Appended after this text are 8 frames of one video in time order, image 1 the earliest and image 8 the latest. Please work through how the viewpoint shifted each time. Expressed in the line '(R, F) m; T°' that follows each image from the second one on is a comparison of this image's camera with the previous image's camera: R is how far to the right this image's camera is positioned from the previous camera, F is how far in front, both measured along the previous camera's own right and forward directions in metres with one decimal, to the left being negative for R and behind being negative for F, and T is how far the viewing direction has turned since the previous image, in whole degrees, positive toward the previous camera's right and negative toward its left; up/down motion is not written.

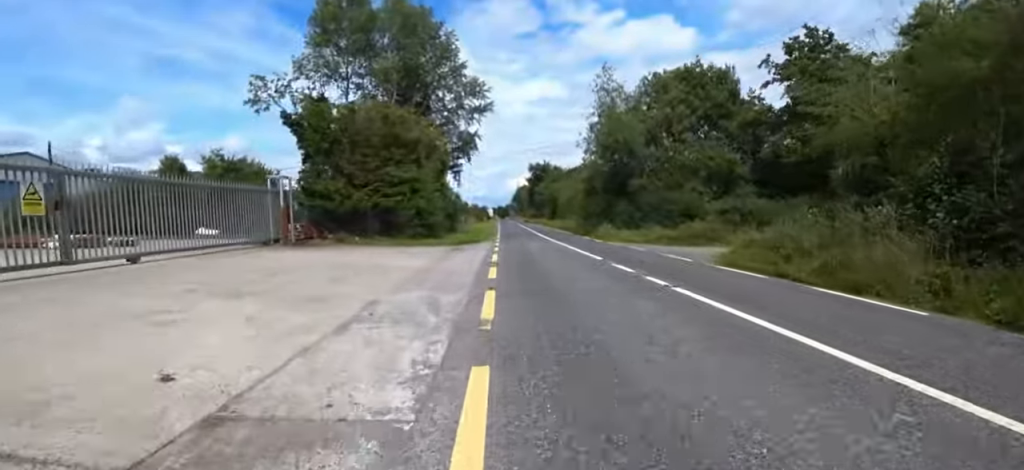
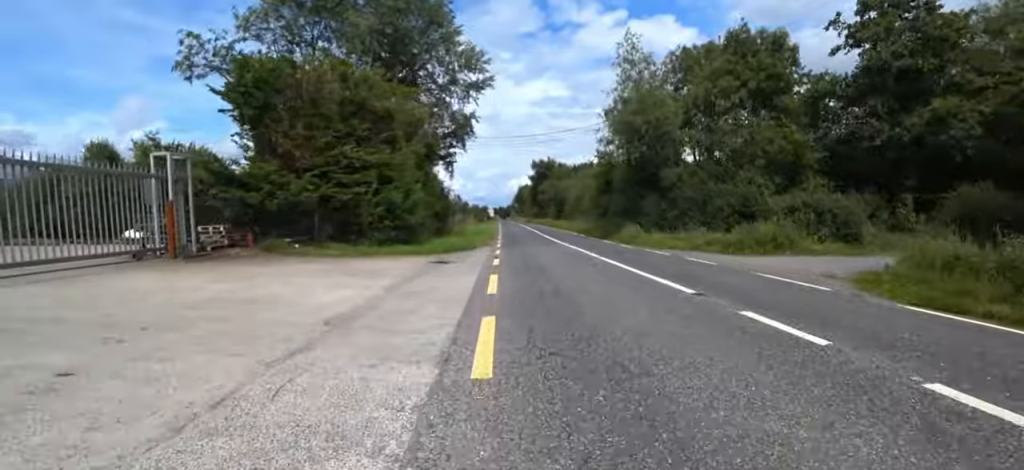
(+0.1, +6.0) m; +2°
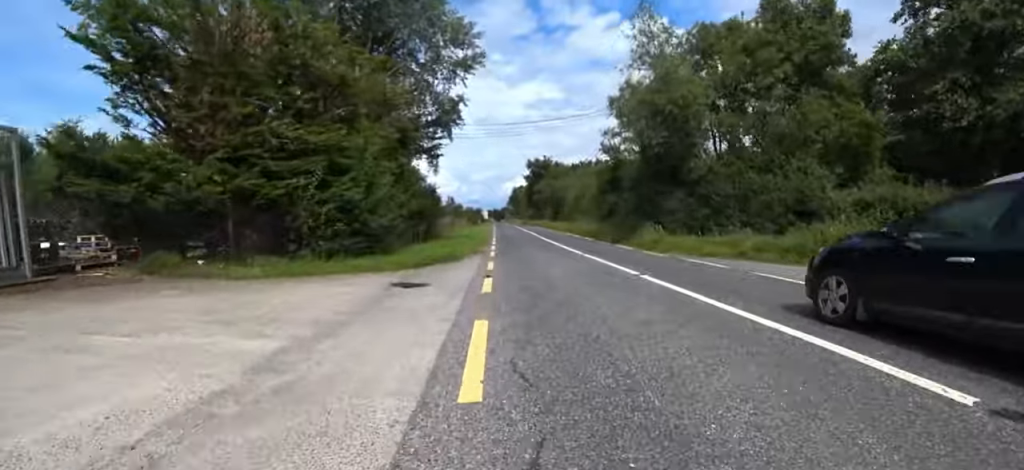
(+0.2, +4.4) m; 0°
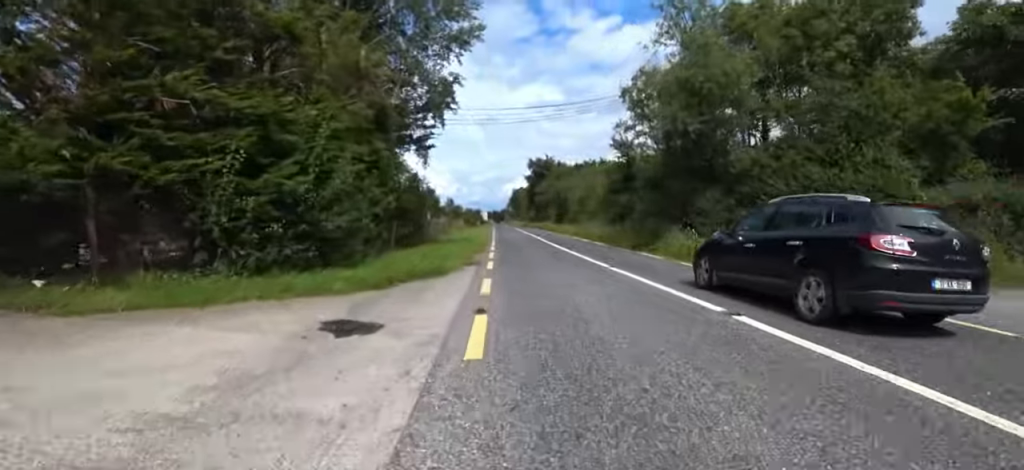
(0.0, +3.6) m; -1°
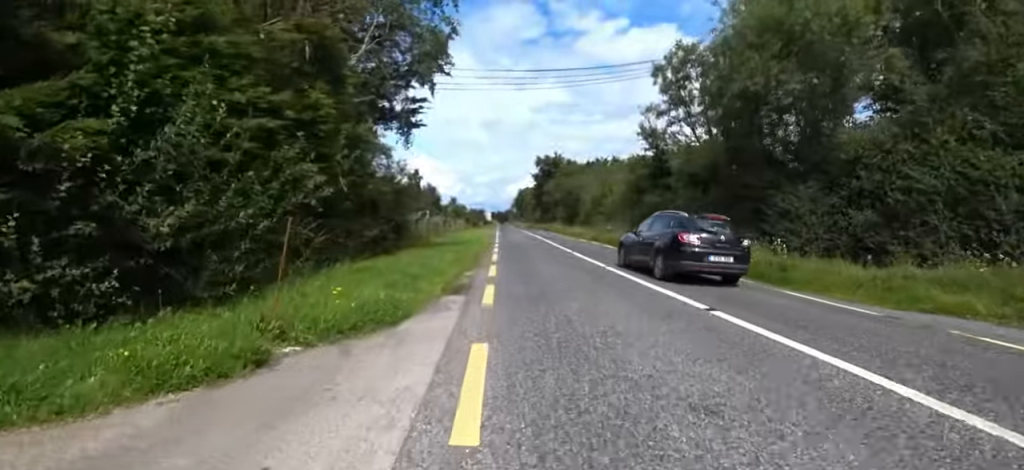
(-0.1, +5.2) m; -2°
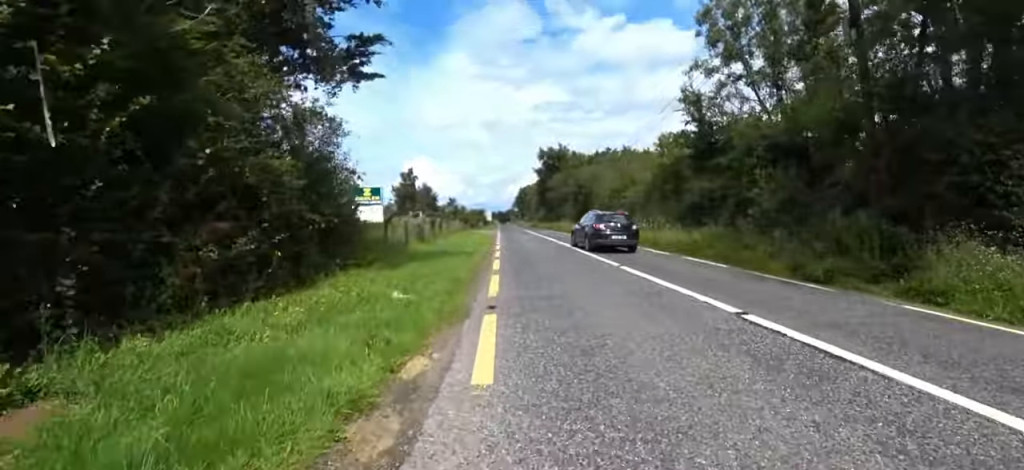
(-0.1, +6.7) m; 0°
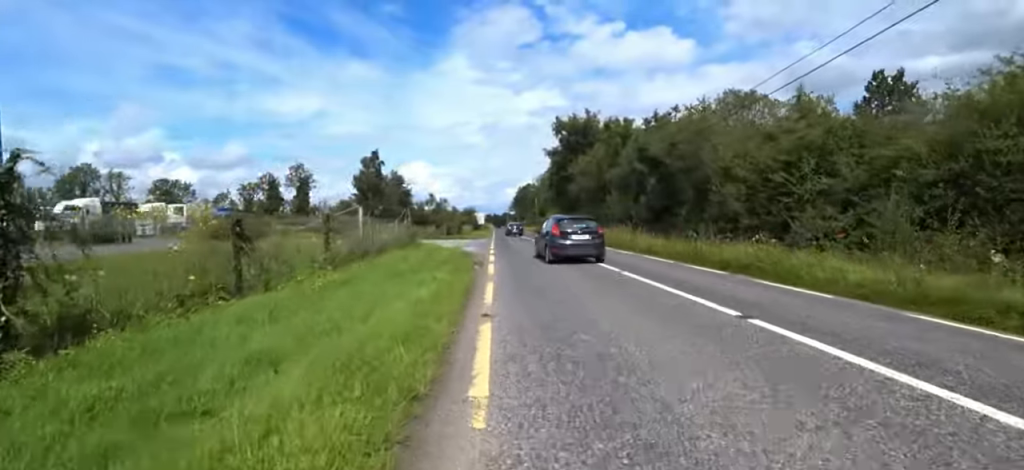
(+1.6, +23.9) m; 0°
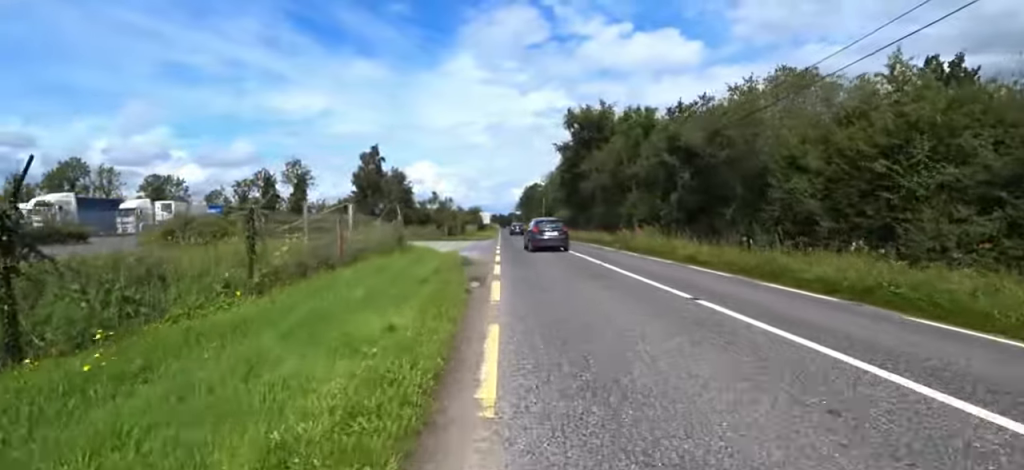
(0.0, +3.8) m; 0°
